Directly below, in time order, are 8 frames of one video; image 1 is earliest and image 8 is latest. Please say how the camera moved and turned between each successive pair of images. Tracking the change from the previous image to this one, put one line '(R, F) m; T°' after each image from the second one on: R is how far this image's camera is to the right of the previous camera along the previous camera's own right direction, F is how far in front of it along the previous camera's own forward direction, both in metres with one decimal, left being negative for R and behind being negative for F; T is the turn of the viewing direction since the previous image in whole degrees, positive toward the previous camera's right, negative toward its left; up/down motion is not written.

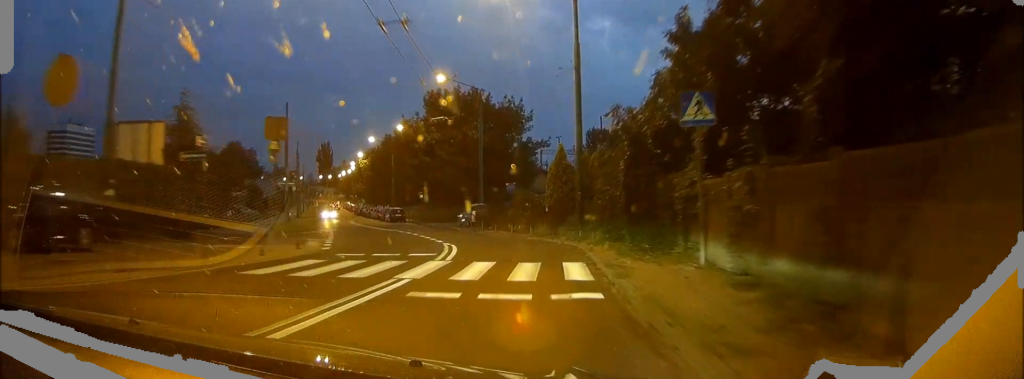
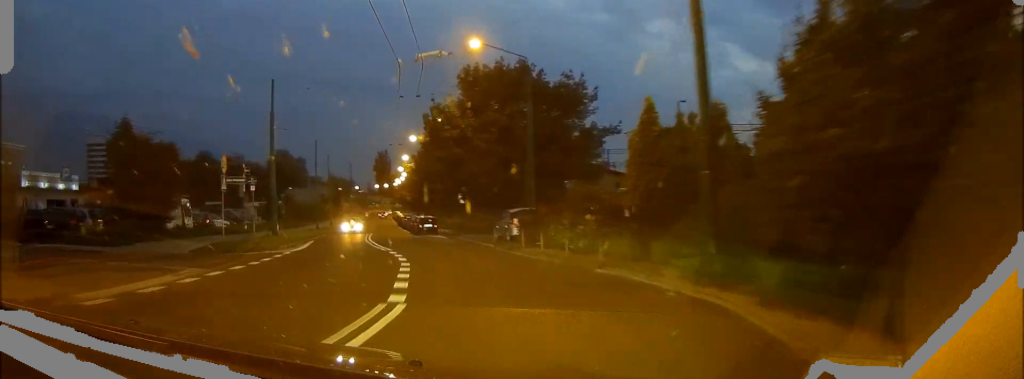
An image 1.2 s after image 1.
(-0.3, +14.5) m; +2°
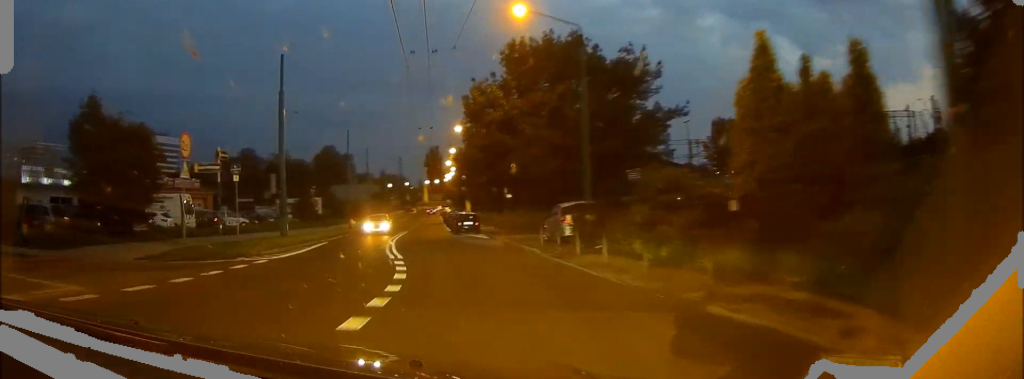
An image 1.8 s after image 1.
(+0.4, +6.8) m; -1°
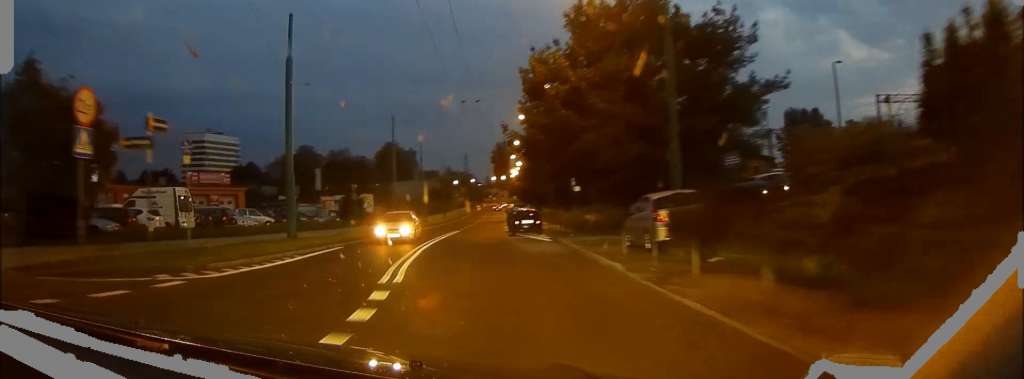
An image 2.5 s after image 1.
(+0.1, +8.1) m; -4°
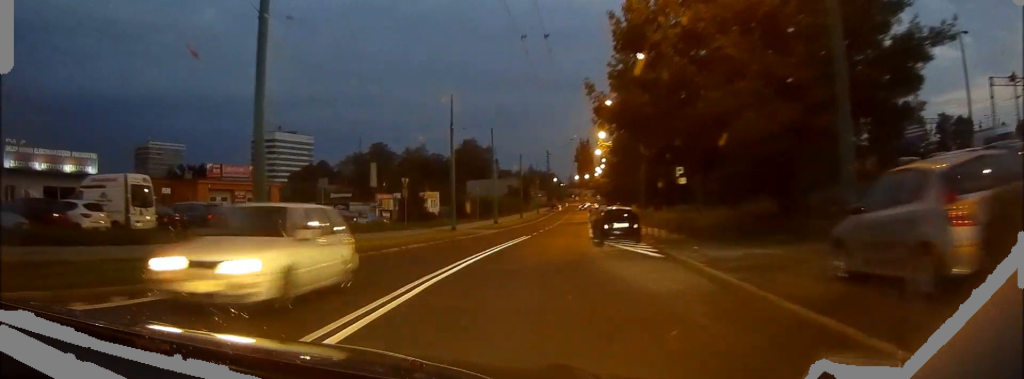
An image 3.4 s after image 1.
(-0.9, +11.0) m; -9°
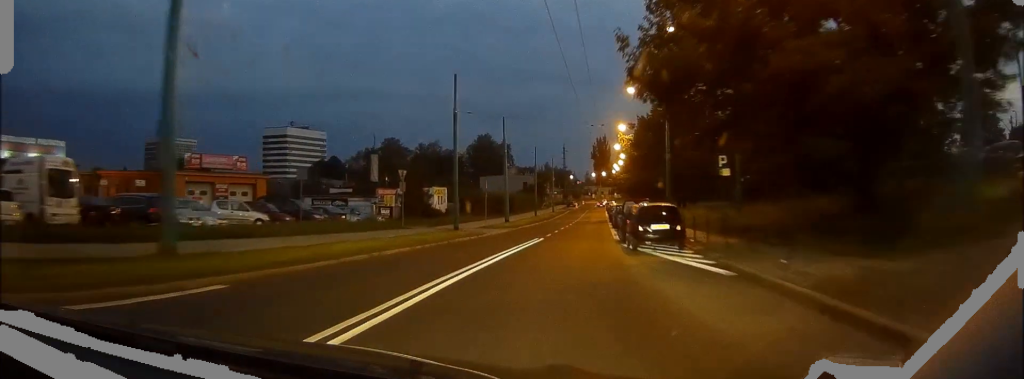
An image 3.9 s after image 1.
(-0.5, +6.1) m; -3°
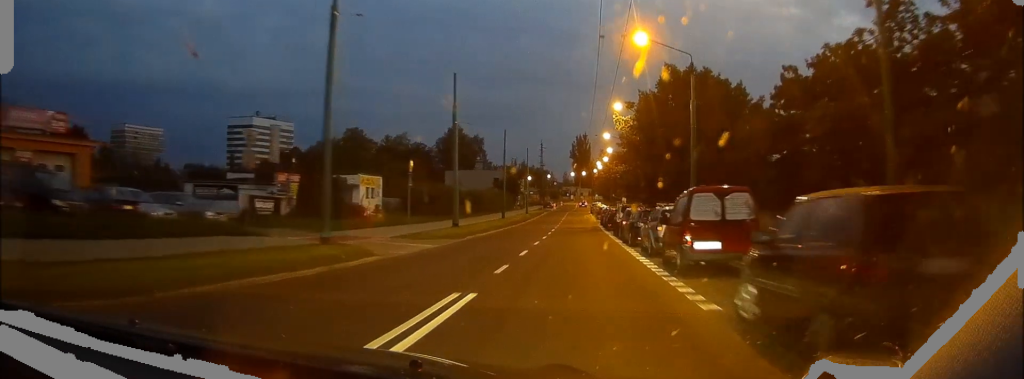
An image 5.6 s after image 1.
(-0.8, +21.0) m; -2°
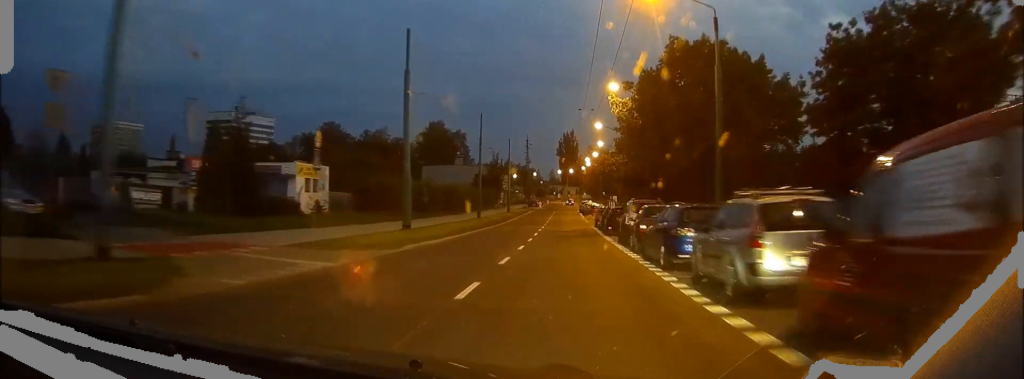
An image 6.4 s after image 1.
(0.0, +10.8) m; 0°
